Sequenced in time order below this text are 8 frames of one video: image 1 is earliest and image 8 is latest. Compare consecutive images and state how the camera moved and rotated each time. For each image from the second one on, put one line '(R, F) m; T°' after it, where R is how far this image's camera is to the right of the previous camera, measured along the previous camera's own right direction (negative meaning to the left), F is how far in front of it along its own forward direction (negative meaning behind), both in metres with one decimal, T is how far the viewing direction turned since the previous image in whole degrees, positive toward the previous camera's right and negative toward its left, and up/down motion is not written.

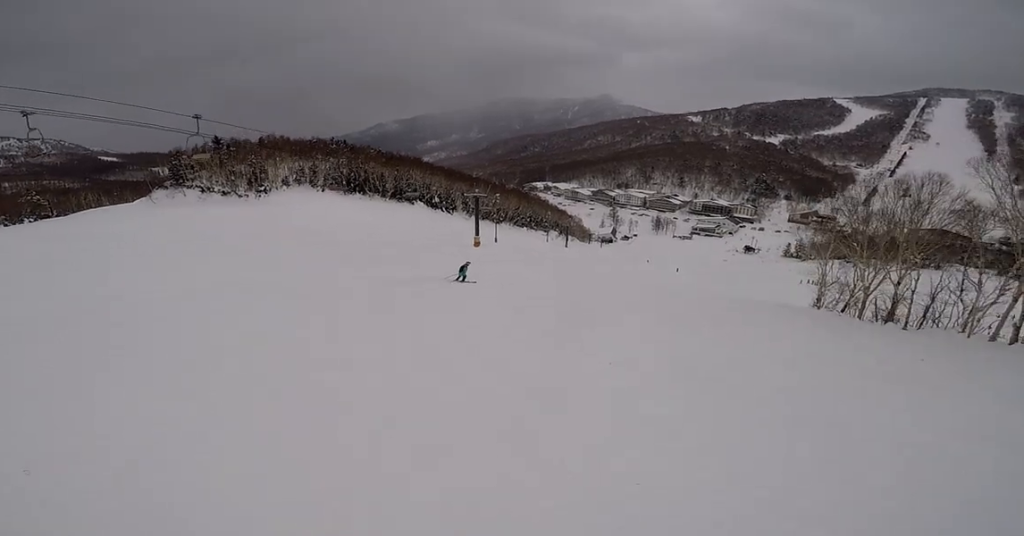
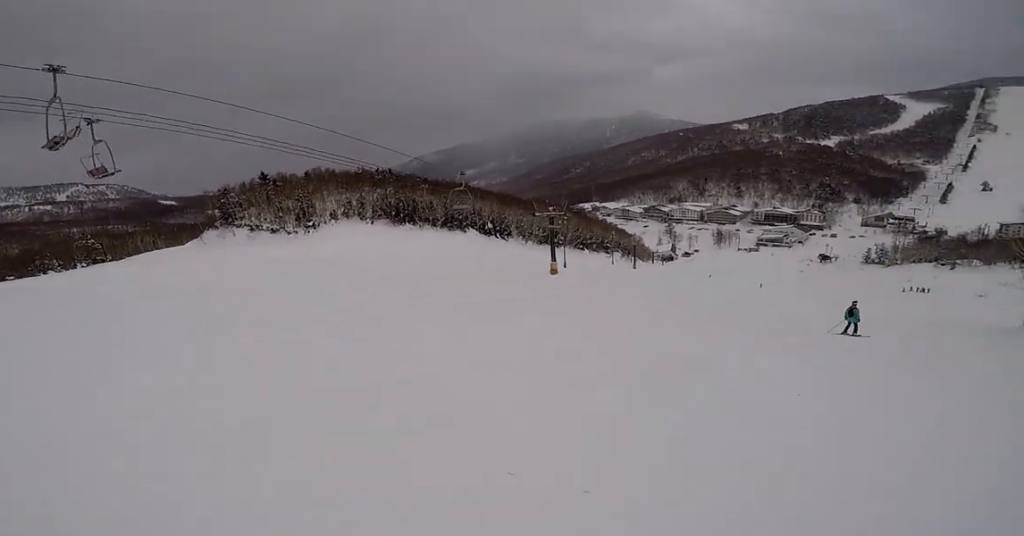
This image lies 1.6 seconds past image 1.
(-1.2, +10.0) m; +6°
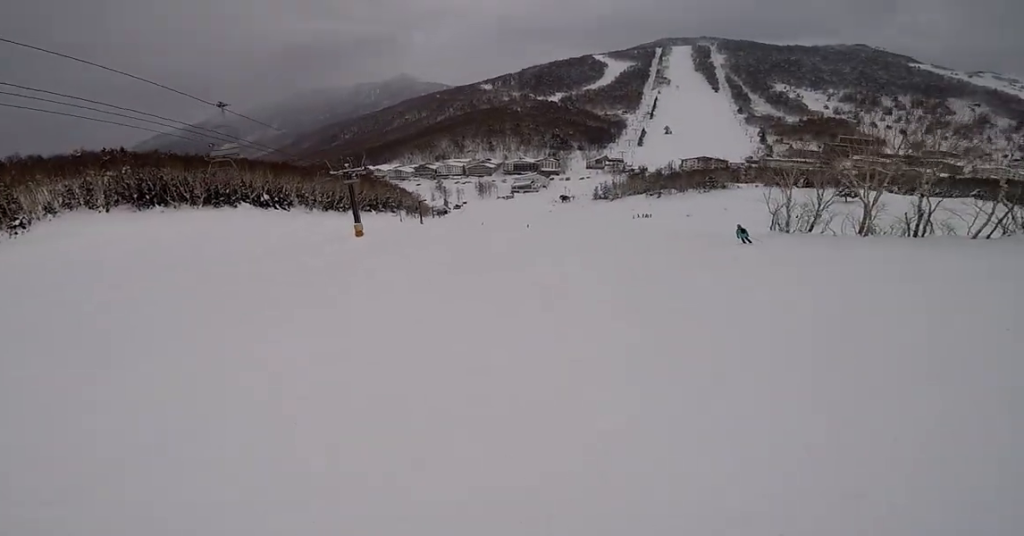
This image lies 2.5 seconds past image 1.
(+1.1, +5.8) m; +26°
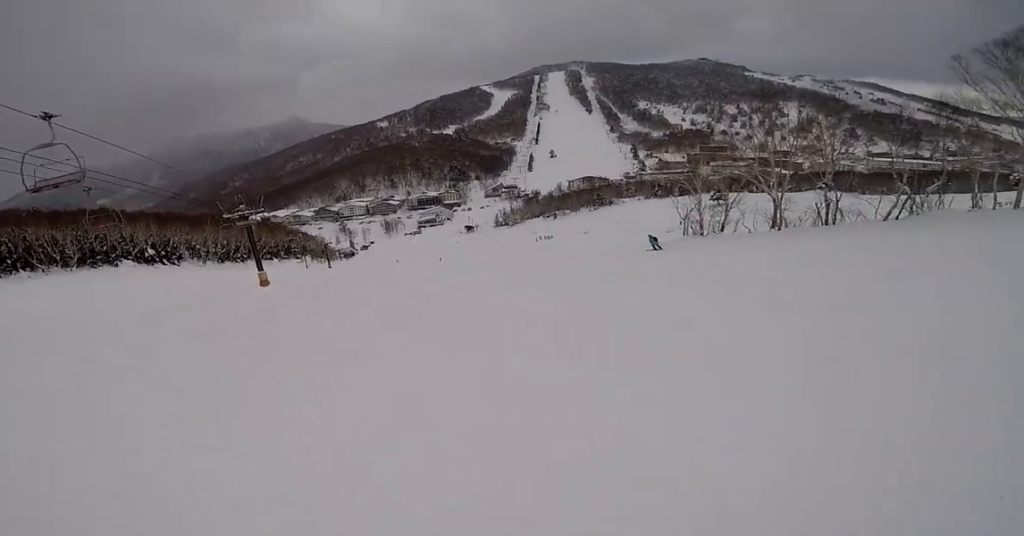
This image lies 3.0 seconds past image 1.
(+0.4, +3.3) m; +15°
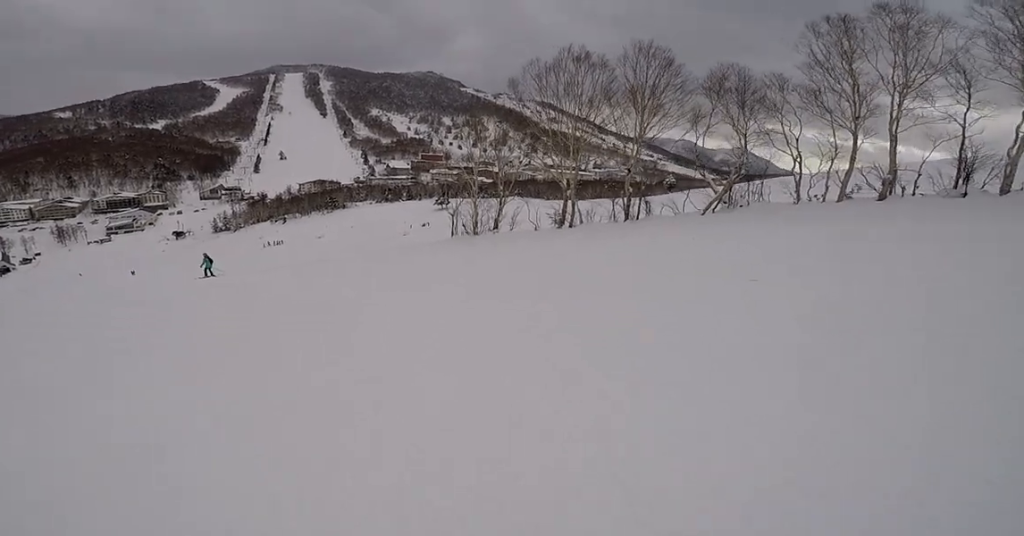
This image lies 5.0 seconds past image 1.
(+4.5, +10.2) m; +28°
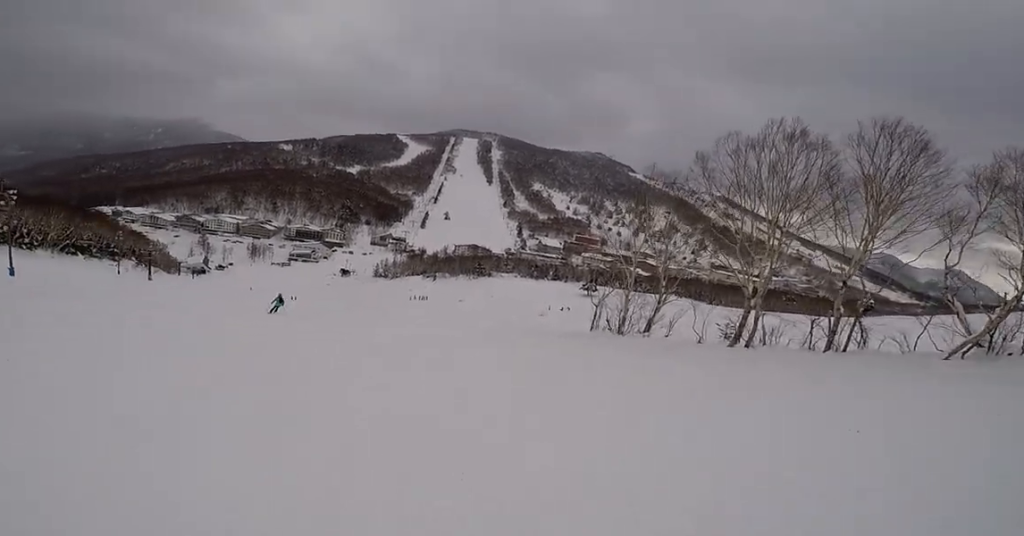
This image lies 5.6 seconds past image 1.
(-0.2, +3.5) m; -10°
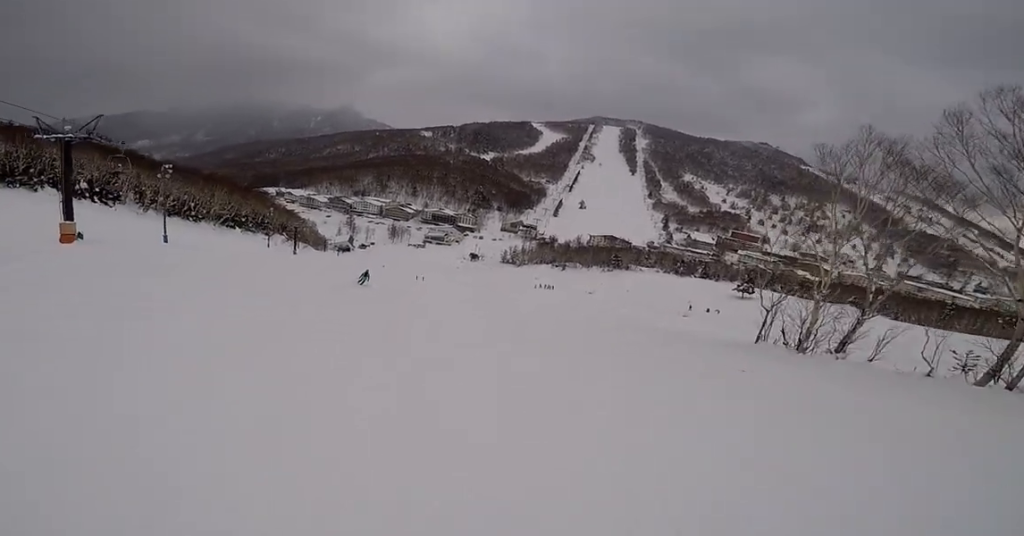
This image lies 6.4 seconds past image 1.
(-0.5, +4.4) m; -19°
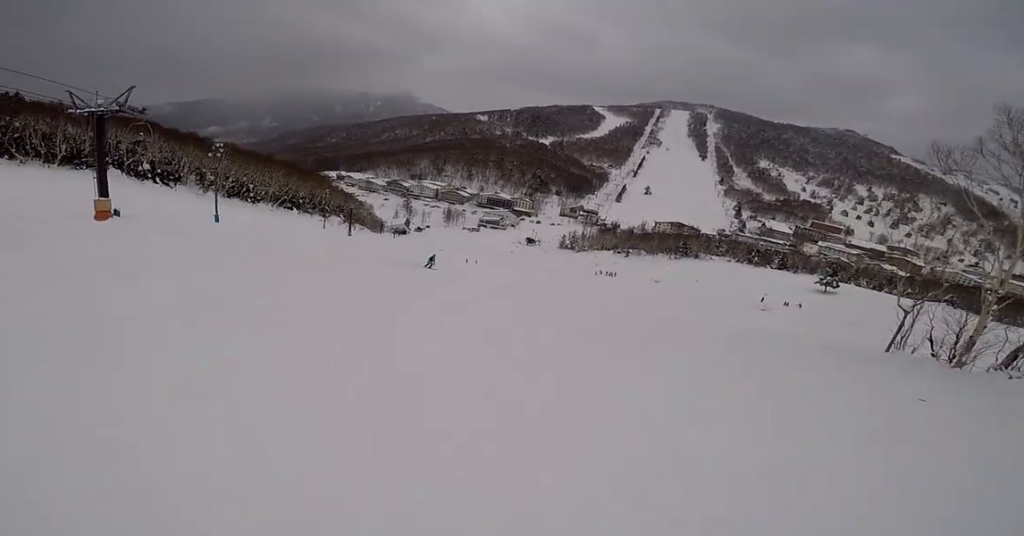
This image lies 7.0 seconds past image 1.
(-0.4, +3.5) m; -16°
